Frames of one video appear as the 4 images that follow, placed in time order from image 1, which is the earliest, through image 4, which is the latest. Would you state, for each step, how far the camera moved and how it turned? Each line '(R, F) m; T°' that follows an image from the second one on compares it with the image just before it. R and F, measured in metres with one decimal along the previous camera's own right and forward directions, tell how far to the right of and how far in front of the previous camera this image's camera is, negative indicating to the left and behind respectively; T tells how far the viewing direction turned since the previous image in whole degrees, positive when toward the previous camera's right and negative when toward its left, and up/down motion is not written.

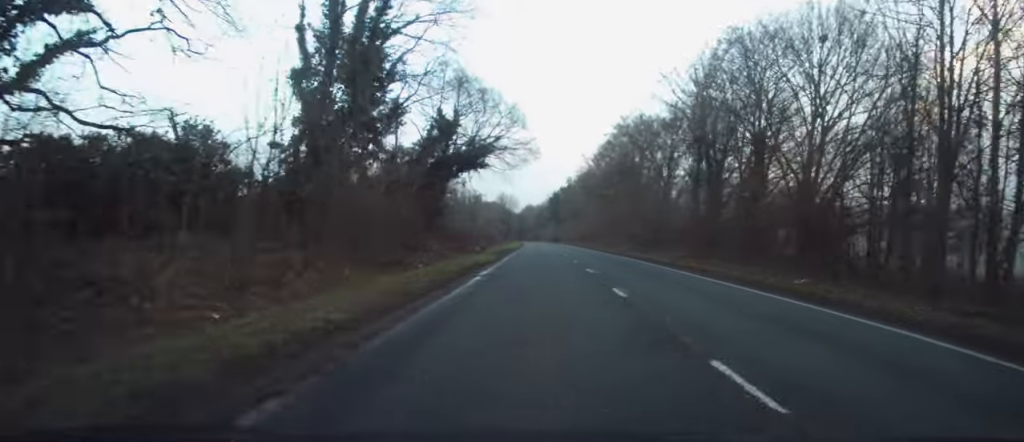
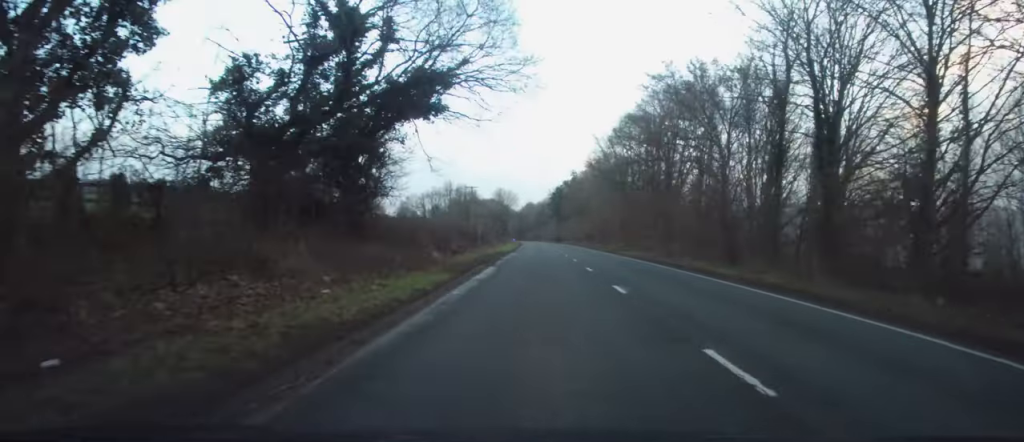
(0.0, +17.5) m; 0°
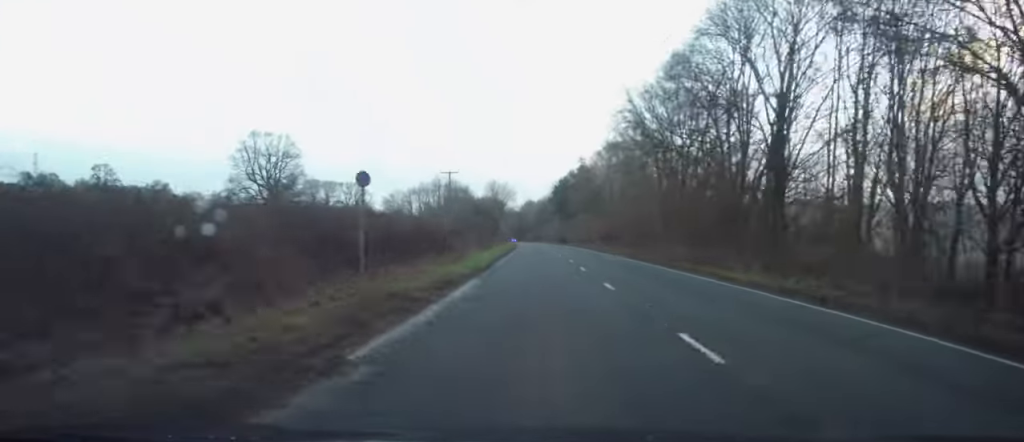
(+0.2, +25.6) m; 0°
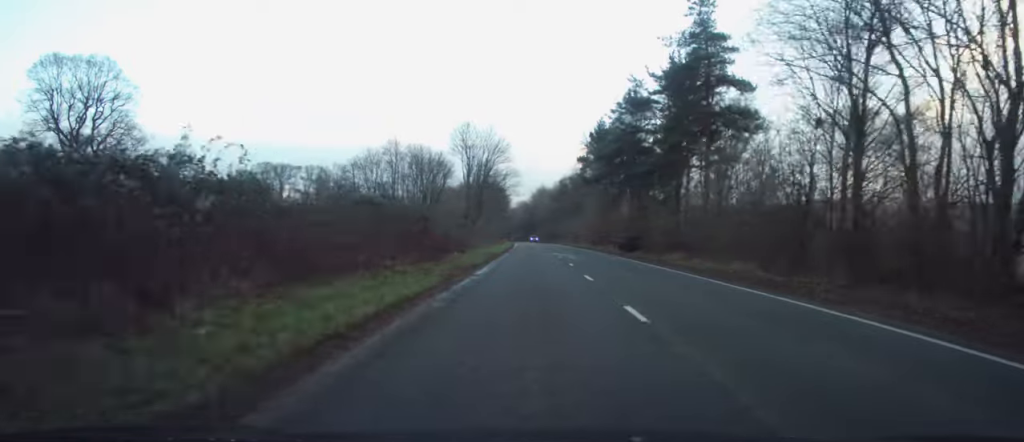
(-1.6, +77.4) m; -2°
